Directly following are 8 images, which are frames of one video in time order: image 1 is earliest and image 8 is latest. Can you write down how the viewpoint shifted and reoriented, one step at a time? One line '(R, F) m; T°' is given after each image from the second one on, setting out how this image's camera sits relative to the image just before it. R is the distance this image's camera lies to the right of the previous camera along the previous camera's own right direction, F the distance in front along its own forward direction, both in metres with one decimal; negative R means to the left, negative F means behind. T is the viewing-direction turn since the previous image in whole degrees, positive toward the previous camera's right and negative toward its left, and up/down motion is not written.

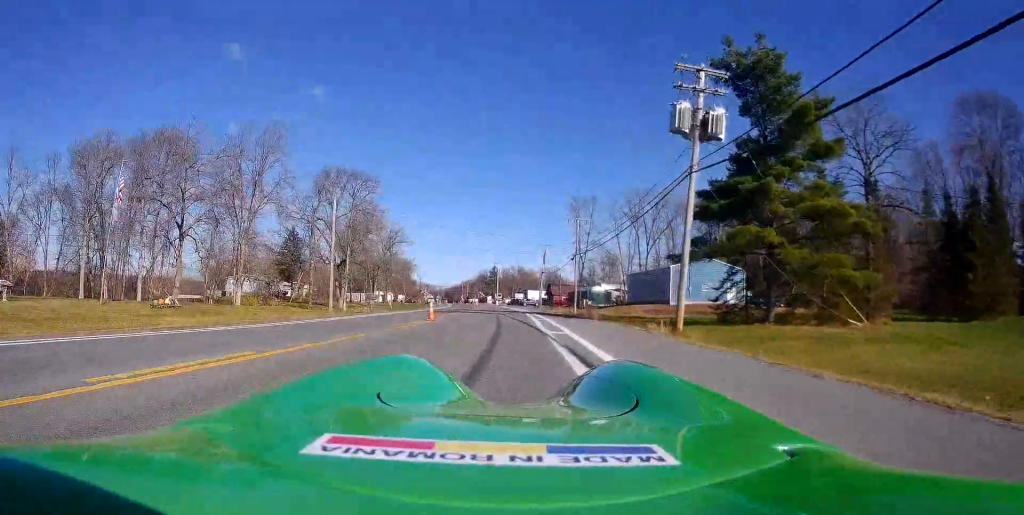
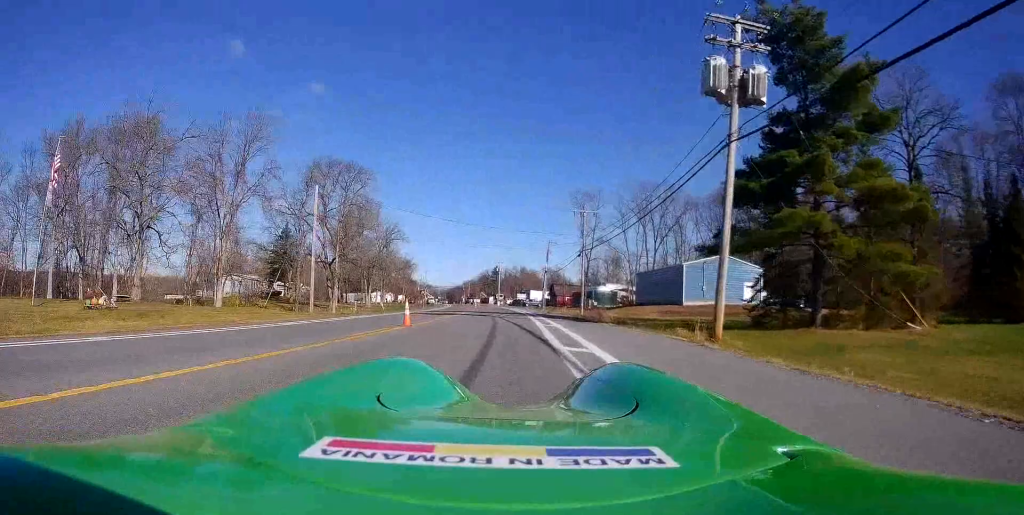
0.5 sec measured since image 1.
(+0.3, +4.6) m; 0°
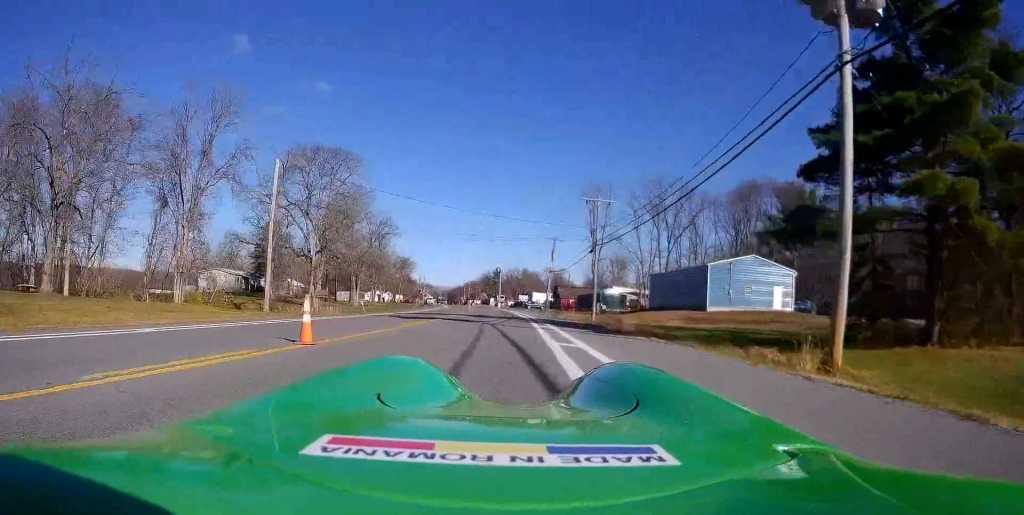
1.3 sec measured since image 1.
(-0.4, +7.4) m; -3°
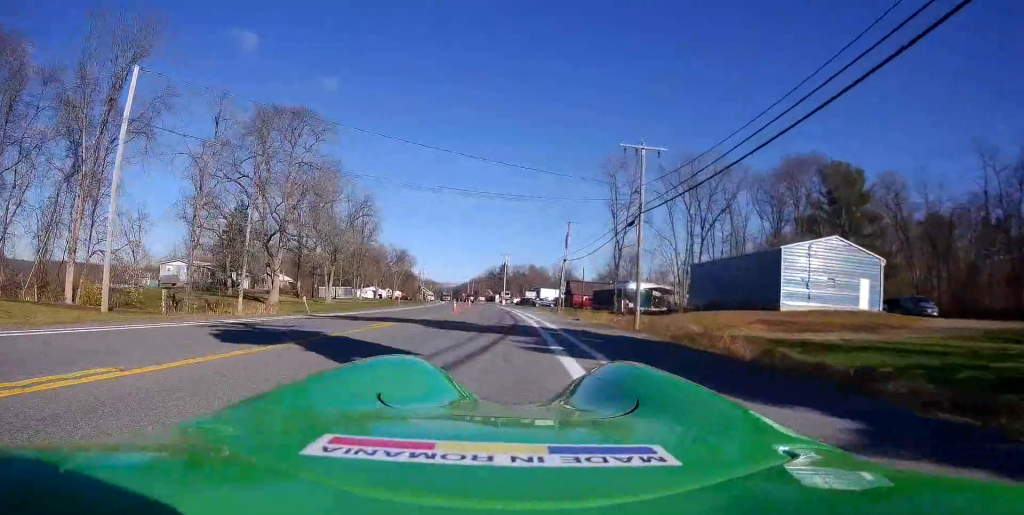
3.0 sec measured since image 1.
(+0.4, +14.1) m; +6°
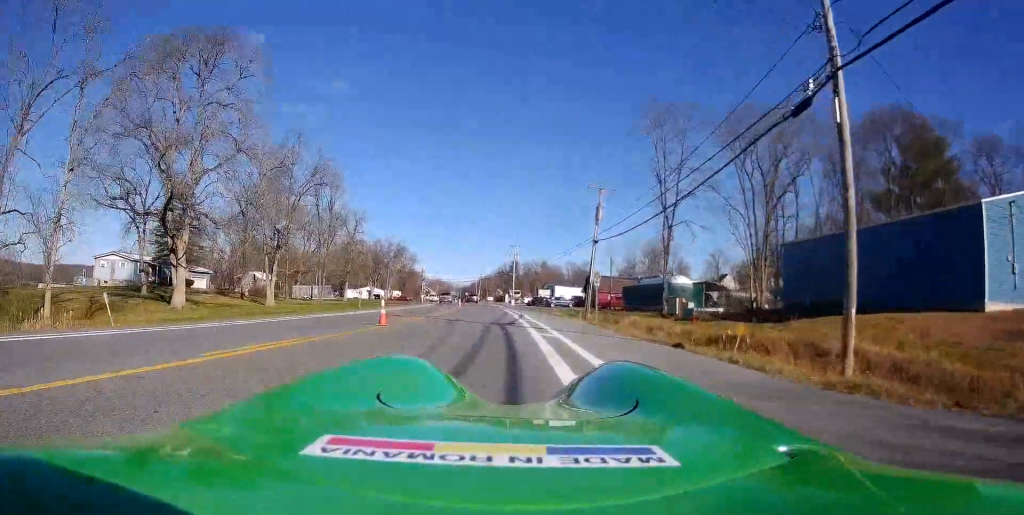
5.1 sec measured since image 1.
(-0.3, +18.5) m; -7°
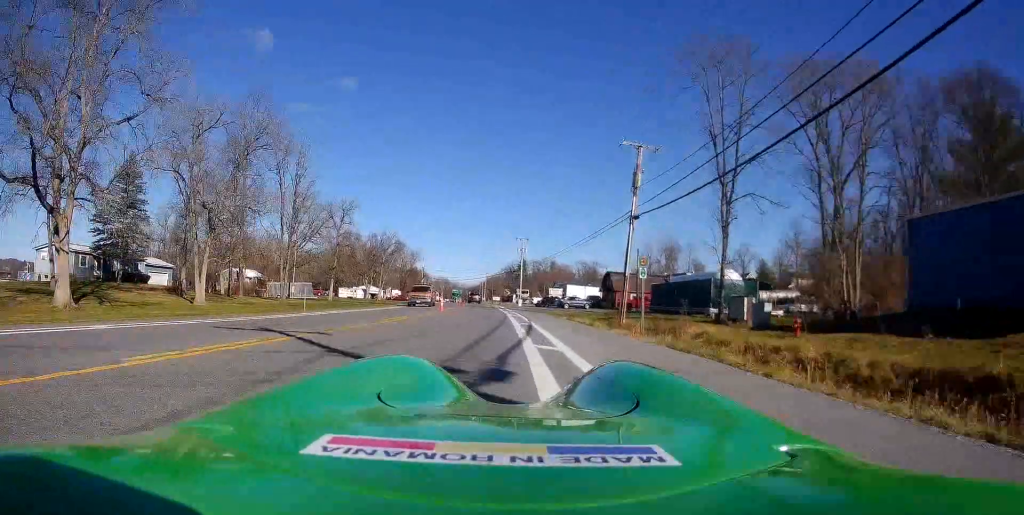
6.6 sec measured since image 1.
(-0.1, +12.7) m; +3°
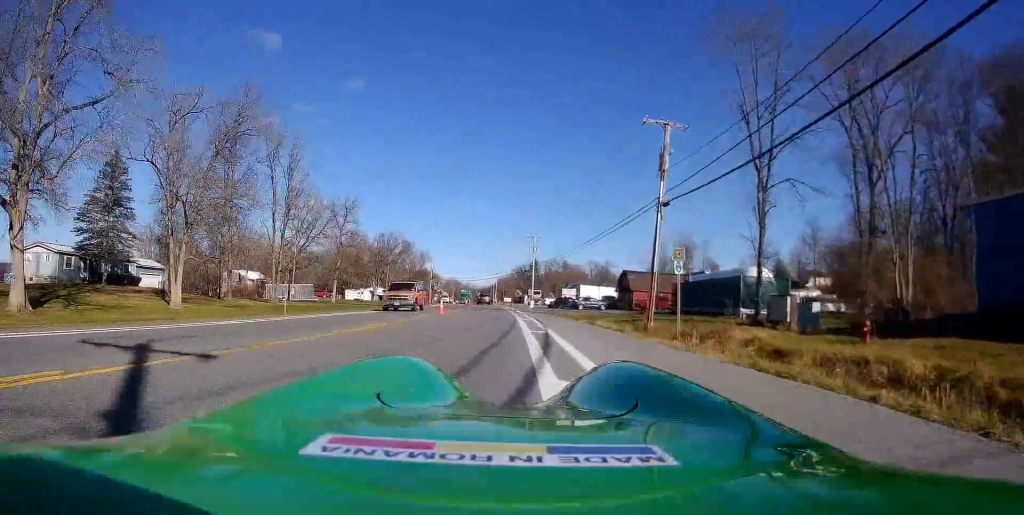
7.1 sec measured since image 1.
(+0.2, +4.1) m; 0°
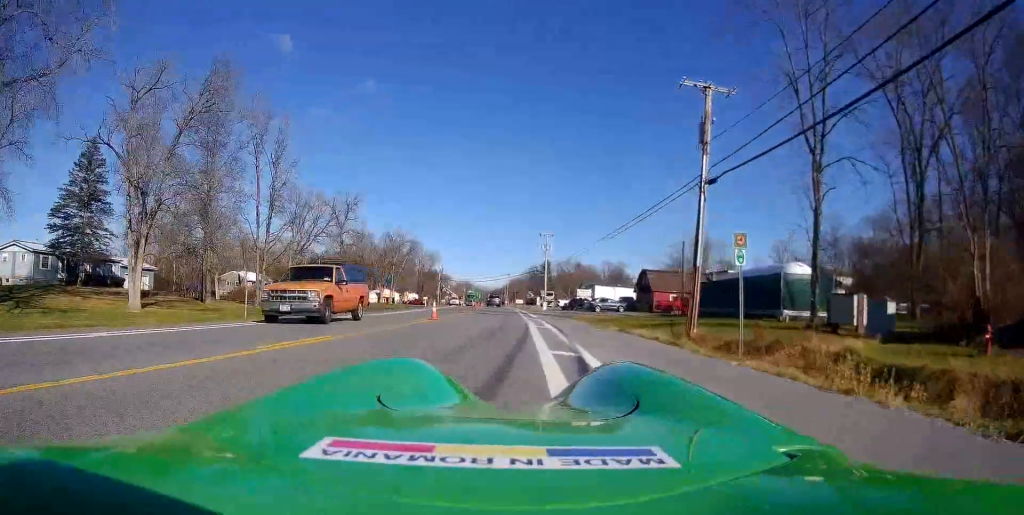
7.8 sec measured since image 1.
(+0.1, +5.1) m; -1°
